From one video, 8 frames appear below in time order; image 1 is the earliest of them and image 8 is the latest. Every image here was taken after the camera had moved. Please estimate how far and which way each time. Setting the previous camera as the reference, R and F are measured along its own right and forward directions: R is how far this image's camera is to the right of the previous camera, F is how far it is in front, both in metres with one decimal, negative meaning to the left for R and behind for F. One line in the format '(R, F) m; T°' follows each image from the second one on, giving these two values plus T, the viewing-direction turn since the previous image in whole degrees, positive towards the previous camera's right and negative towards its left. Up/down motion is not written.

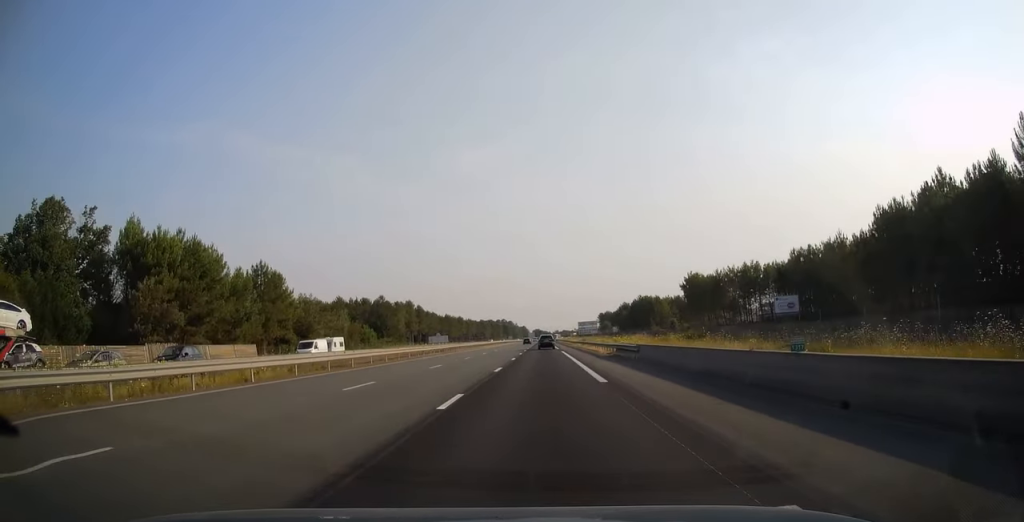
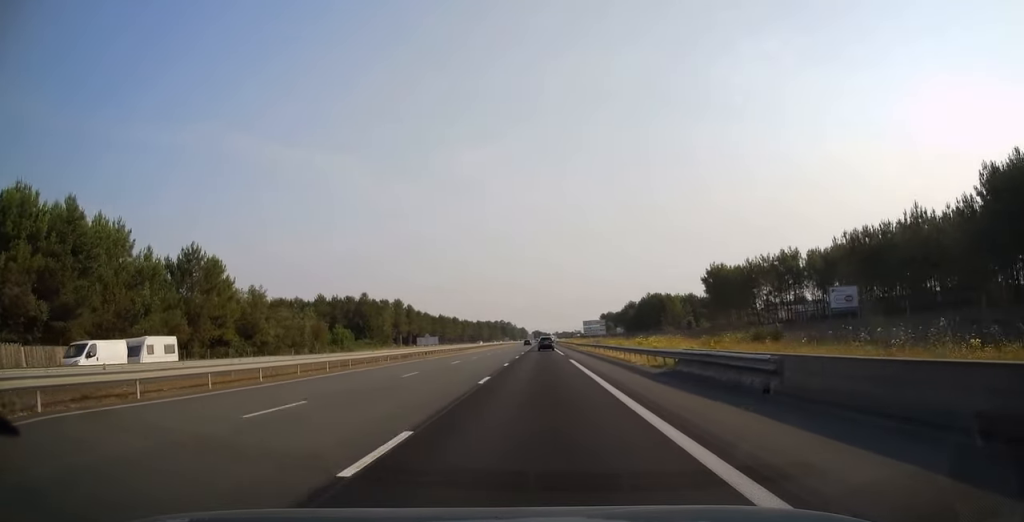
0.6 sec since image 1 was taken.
(0.0, +18.7) m; 0°
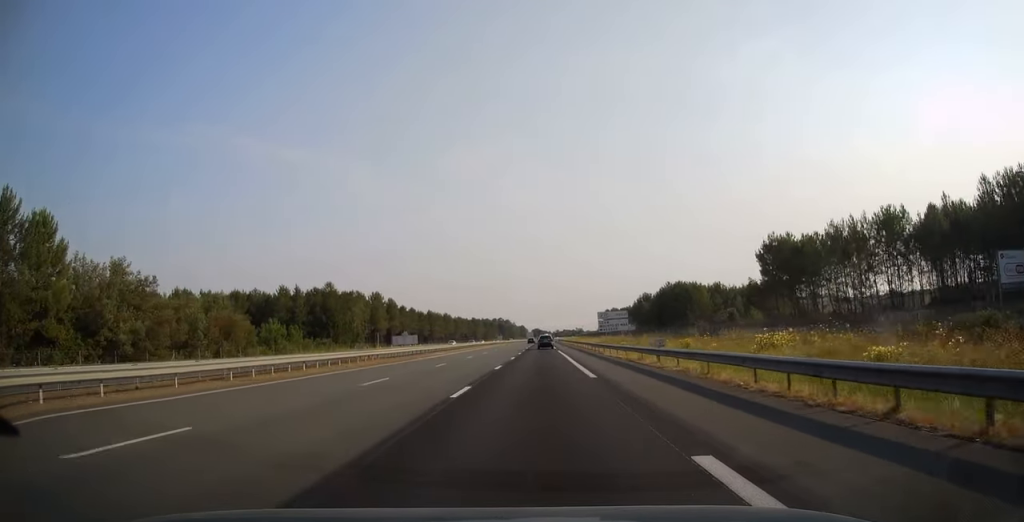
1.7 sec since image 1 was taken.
(0.0, +31.0) m; 0°
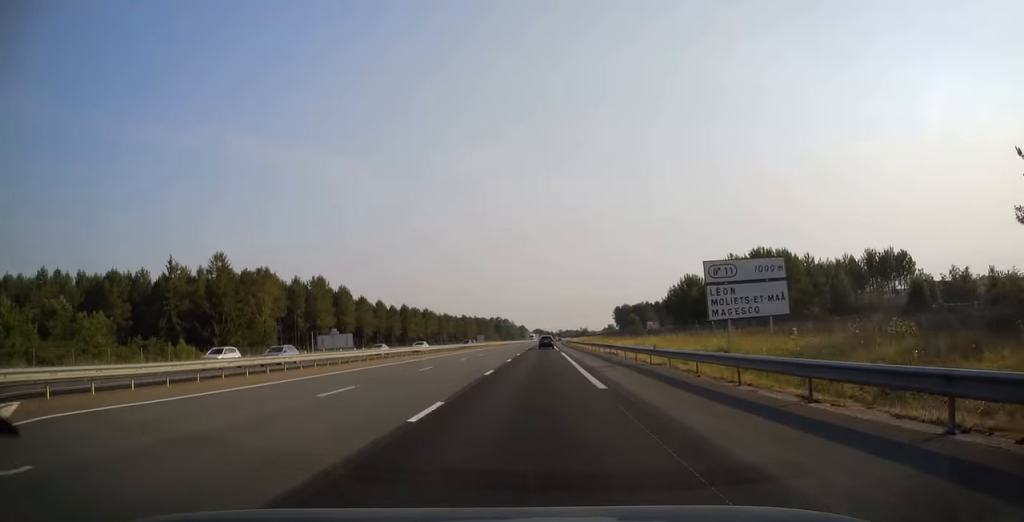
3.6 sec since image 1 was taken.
(0.0, +55.7) m; 0°
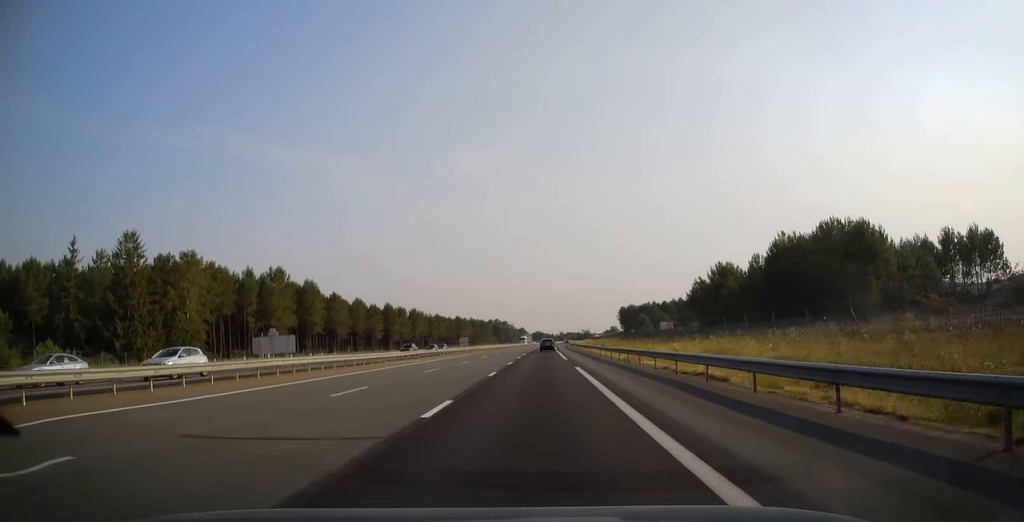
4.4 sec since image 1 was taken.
(0.0, +25.1) m; 0°
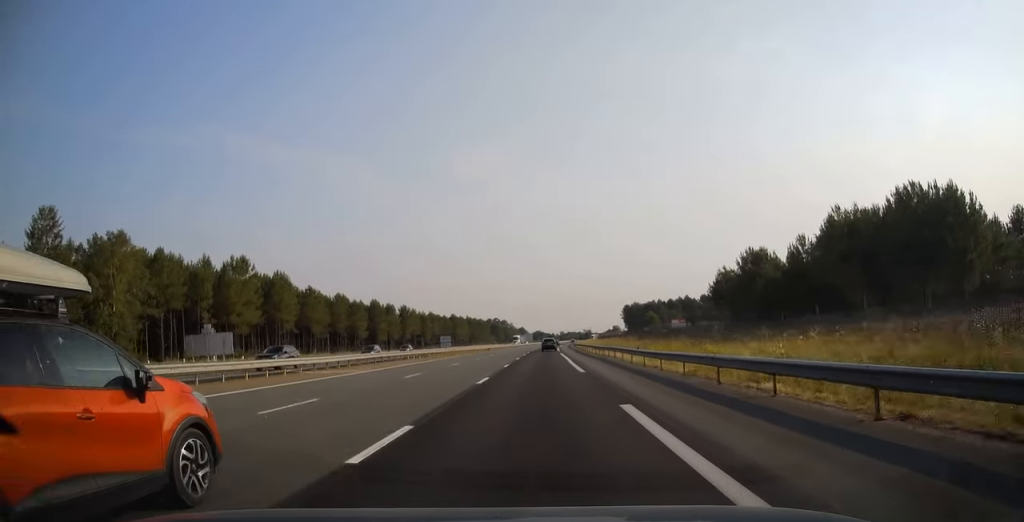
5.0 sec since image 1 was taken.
(0.0, +17.2) m; 0°
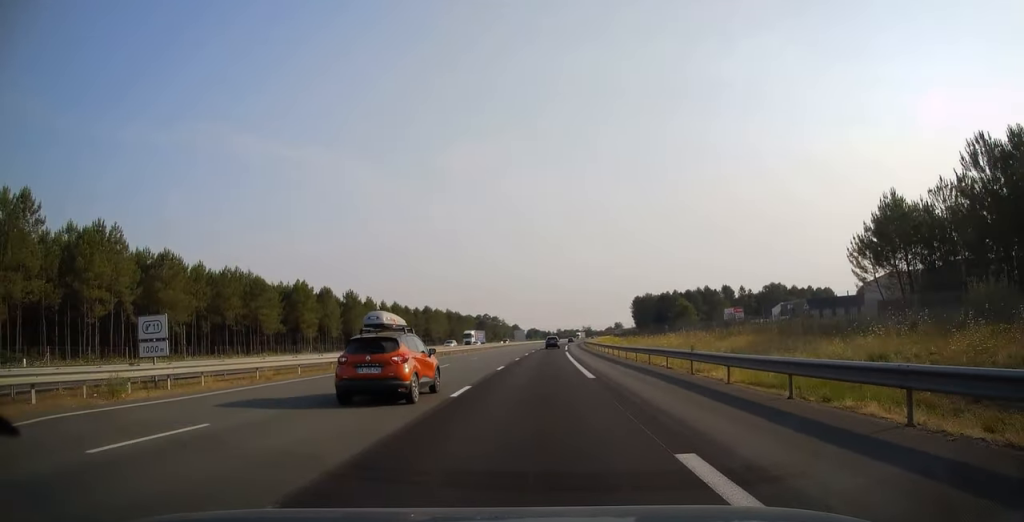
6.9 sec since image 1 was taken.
(+0.2, +56.9) m; +1°
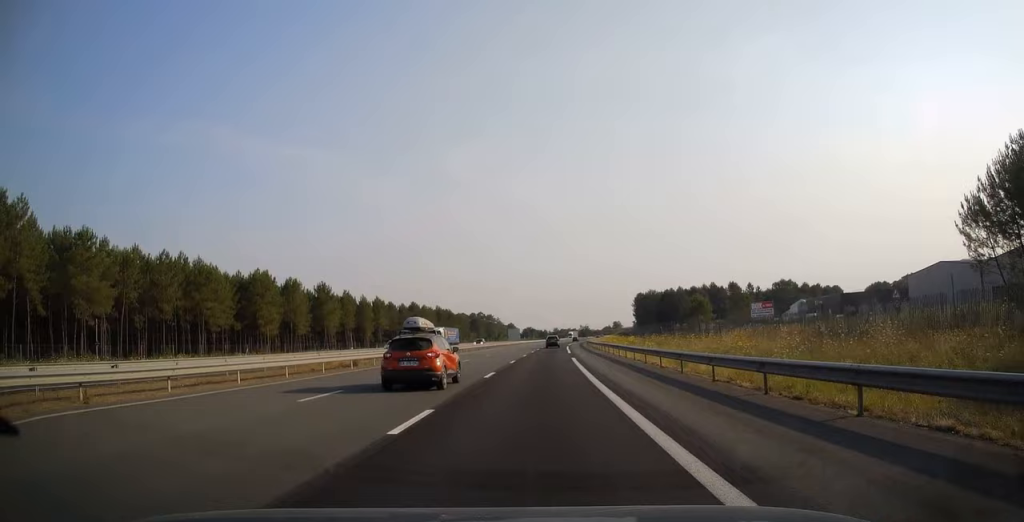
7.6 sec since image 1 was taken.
(+0.1, +18.7) m; 0°
